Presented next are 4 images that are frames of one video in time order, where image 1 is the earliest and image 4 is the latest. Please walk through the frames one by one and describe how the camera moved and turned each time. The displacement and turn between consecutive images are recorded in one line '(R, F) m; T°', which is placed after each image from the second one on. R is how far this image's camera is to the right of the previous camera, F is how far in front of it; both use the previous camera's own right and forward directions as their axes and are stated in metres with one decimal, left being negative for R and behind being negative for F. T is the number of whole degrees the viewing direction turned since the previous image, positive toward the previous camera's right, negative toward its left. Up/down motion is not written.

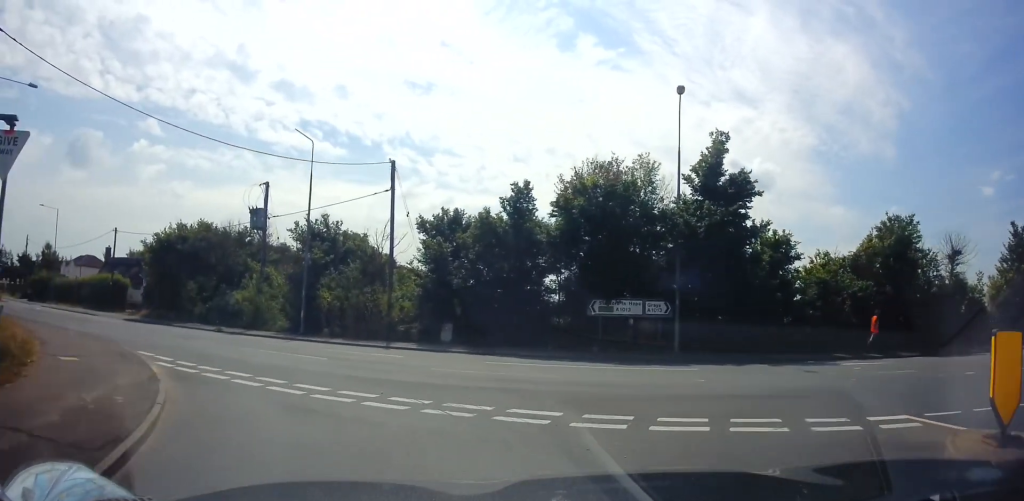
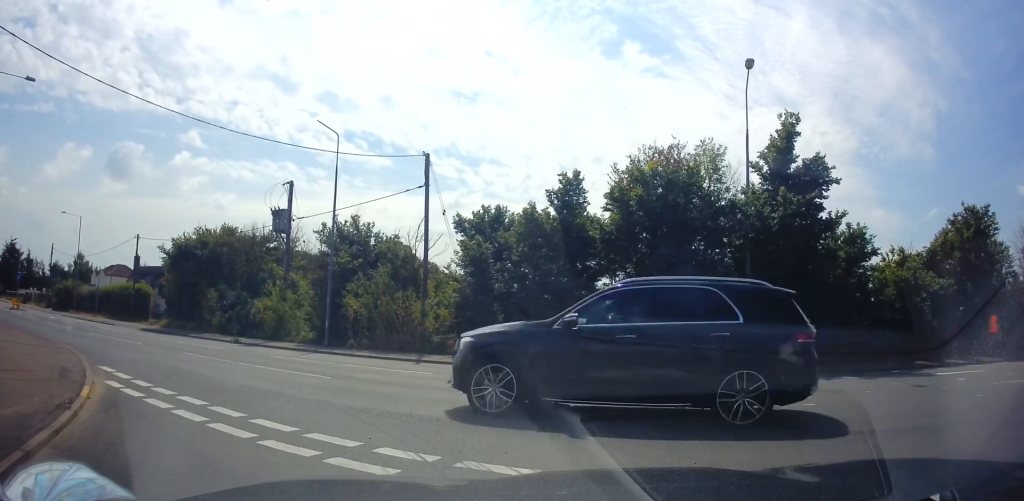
(-0.2, +1.9) m; 0°
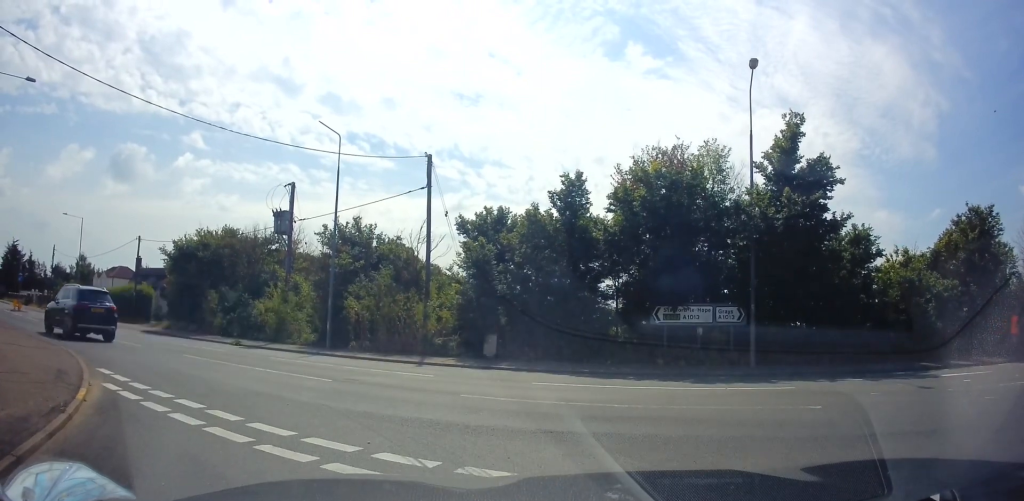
(+0.1, +0.1) m; 0°
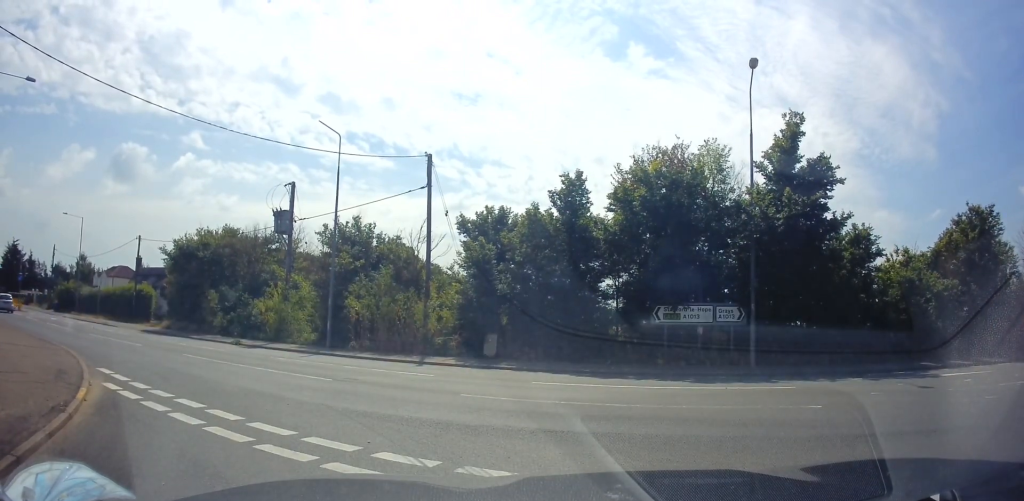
(0.0, 0.0) m; 0°
